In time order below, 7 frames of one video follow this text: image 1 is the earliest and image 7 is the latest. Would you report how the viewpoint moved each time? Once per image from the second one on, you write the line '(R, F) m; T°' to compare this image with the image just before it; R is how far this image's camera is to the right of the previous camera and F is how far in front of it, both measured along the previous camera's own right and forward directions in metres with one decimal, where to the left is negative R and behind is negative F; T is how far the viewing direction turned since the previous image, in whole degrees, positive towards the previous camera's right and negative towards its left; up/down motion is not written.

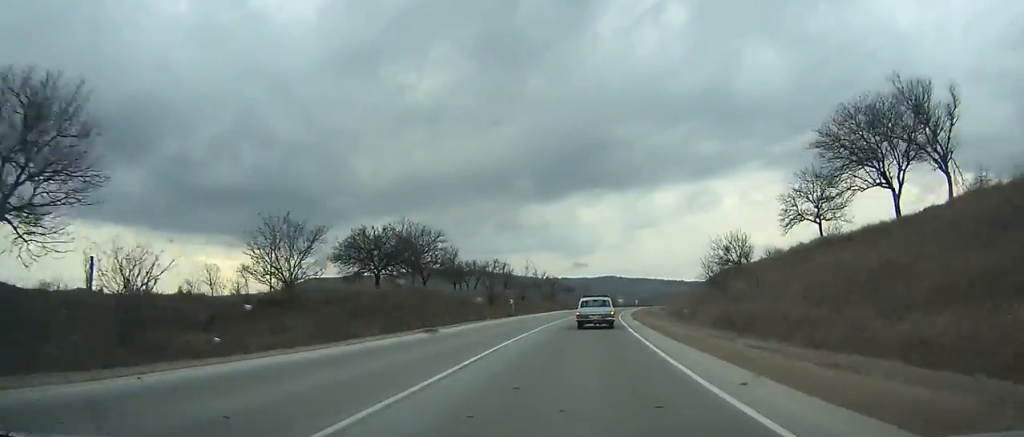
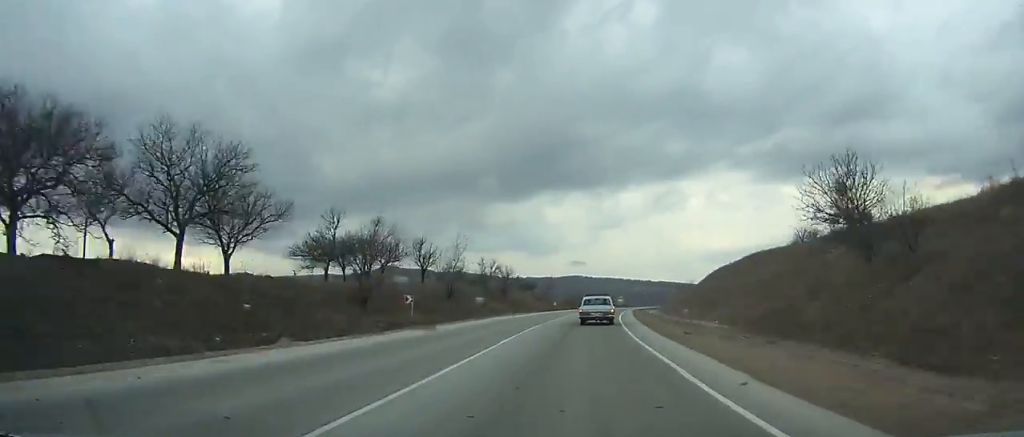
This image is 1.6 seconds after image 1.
(-0.4, +32.3) m; +3°
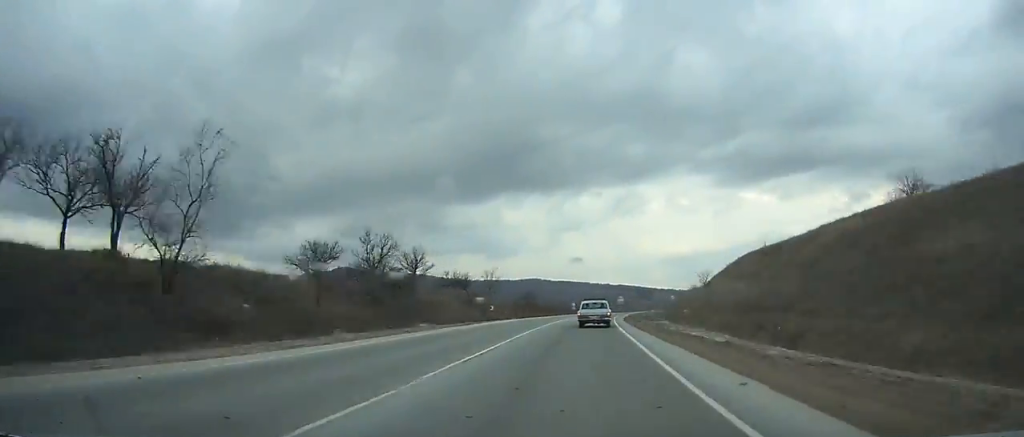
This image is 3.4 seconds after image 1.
(+2.2, +37.6) m; +4°
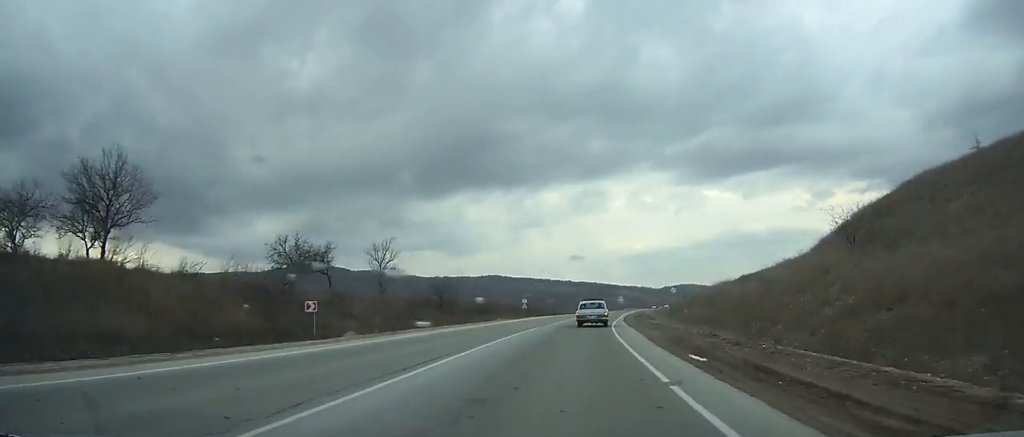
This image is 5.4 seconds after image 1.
(+1.5, +42.5) m; +4°
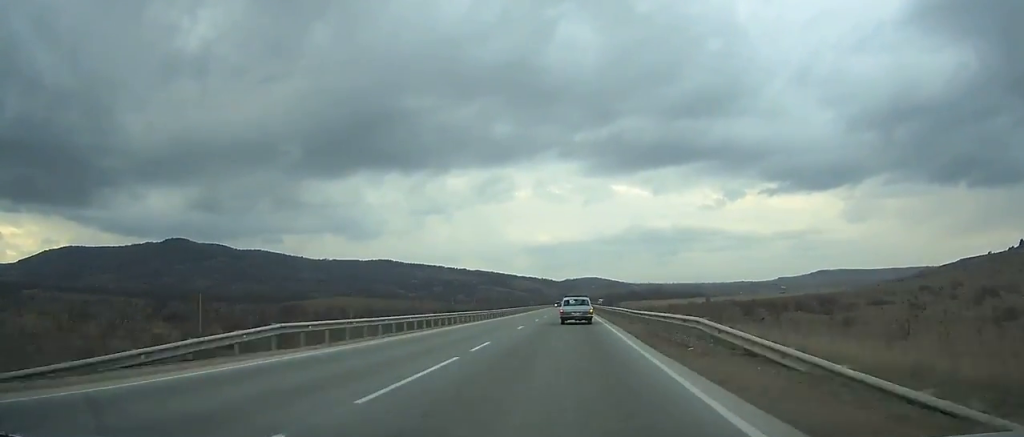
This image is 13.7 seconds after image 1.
(+16.9, +186.9) m; +6°
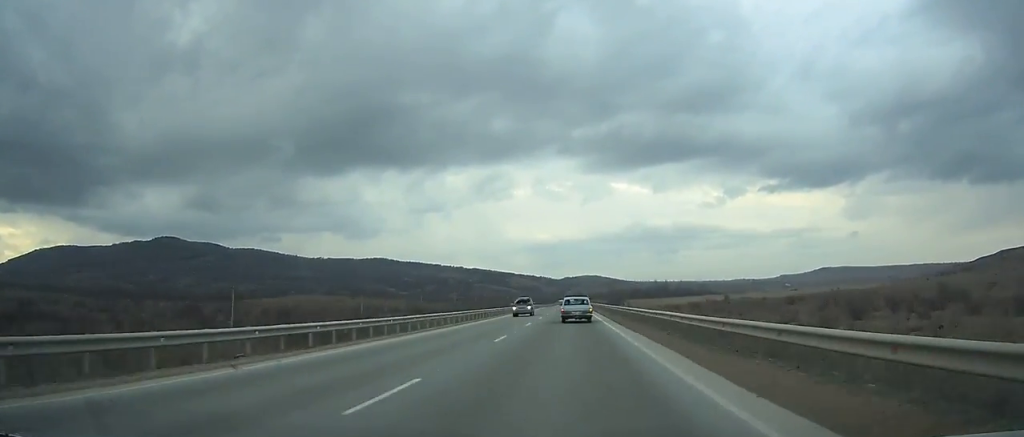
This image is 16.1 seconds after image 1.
(0.0, +57.8) m; 0°
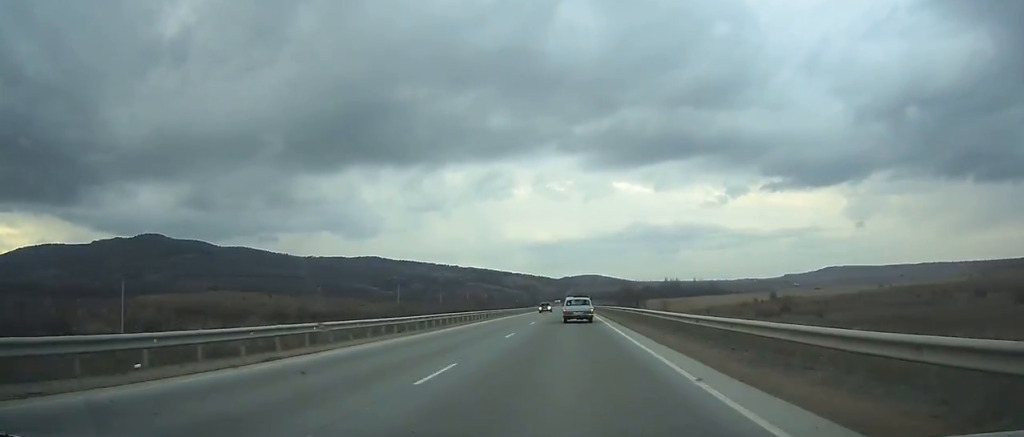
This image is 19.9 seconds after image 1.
(+0.2, +94.4) m; 0°
